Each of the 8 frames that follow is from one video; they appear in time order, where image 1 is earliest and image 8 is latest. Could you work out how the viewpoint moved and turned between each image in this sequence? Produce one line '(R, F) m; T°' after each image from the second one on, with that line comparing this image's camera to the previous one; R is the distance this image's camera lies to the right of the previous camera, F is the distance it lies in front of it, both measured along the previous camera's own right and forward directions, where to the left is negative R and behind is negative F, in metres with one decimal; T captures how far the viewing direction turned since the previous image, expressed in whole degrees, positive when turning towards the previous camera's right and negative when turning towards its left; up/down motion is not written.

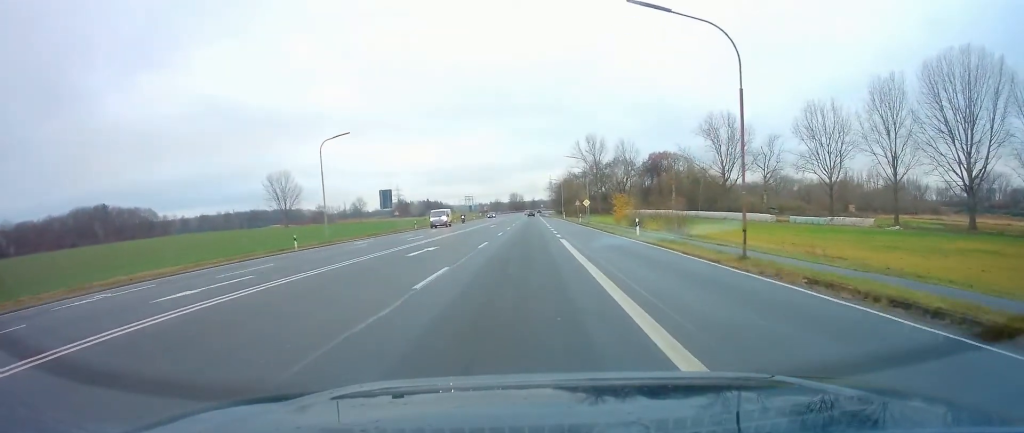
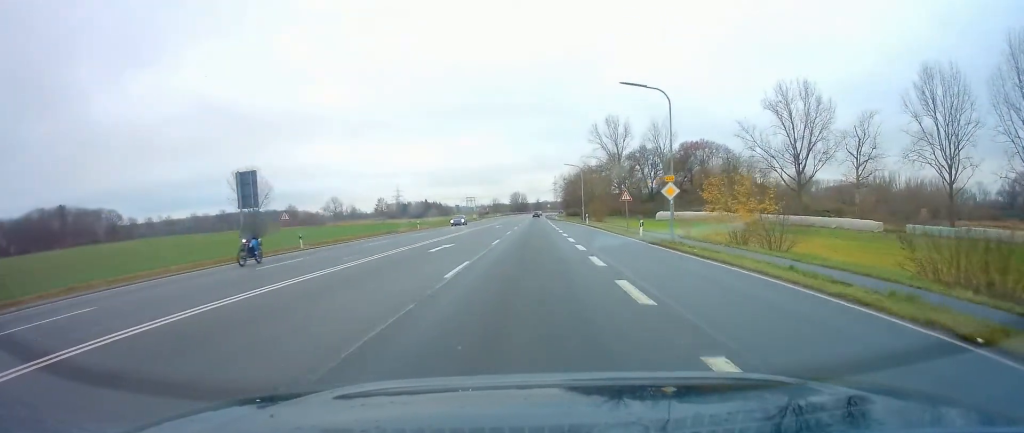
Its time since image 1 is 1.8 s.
(0.0, +35.7) m; 0°
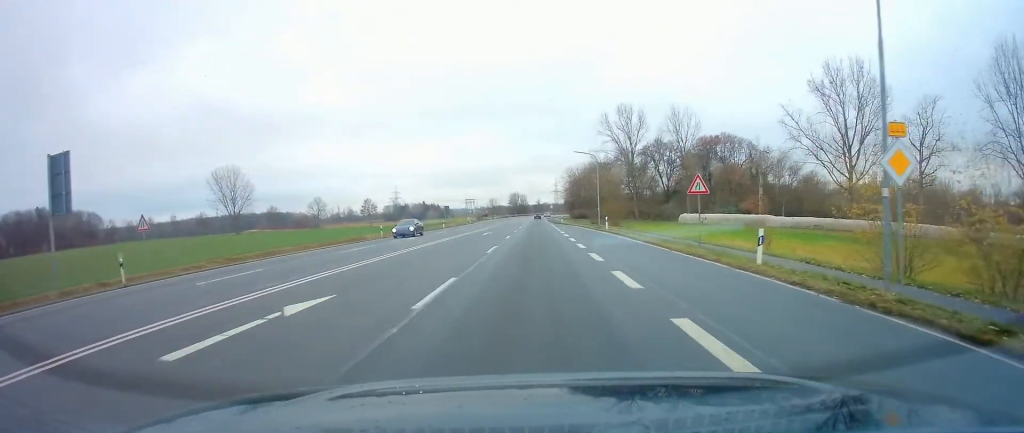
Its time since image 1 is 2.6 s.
(0.0, +16.6) m; 0°
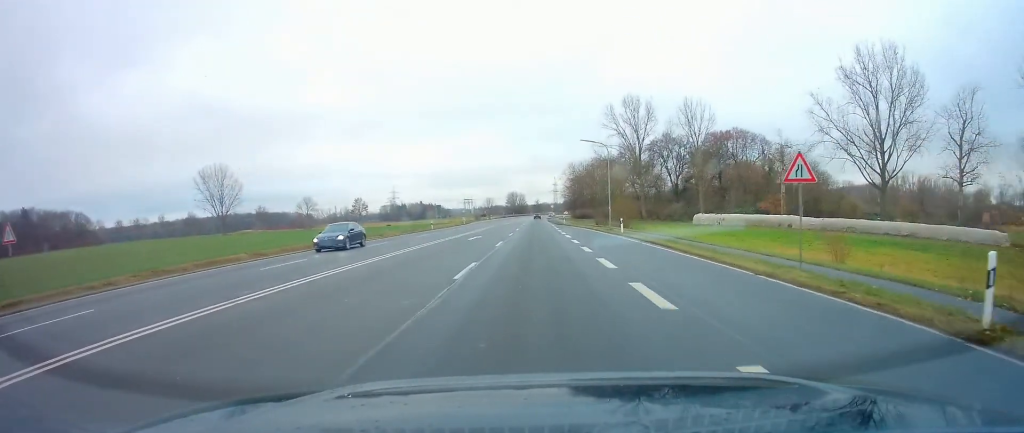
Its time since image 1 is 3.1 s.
(+0.1, +8.6) m; 0°
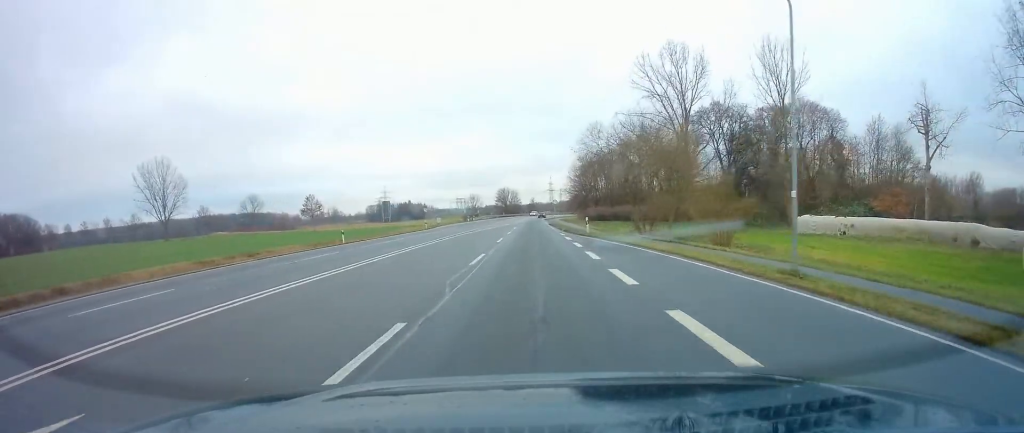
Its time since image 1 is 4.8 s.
(0.0, +33.5) m; -1°
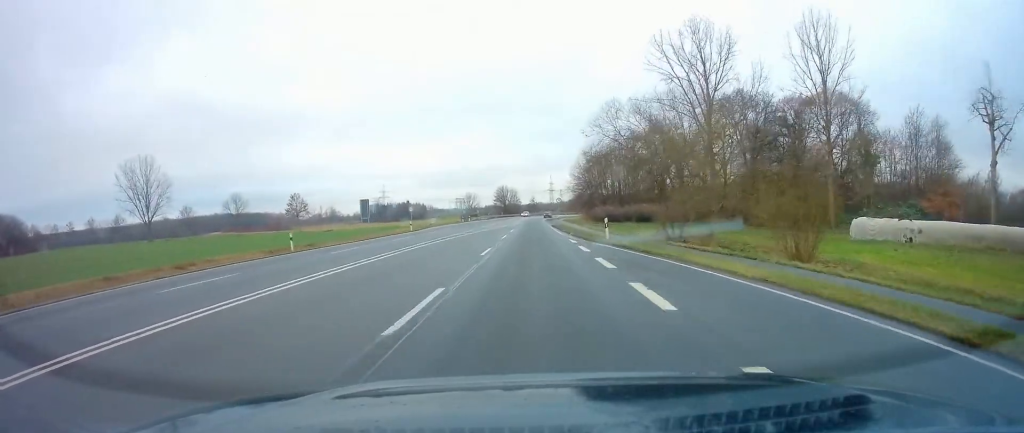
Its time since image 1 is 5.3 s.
(+0.1, +9.1) m; 0°
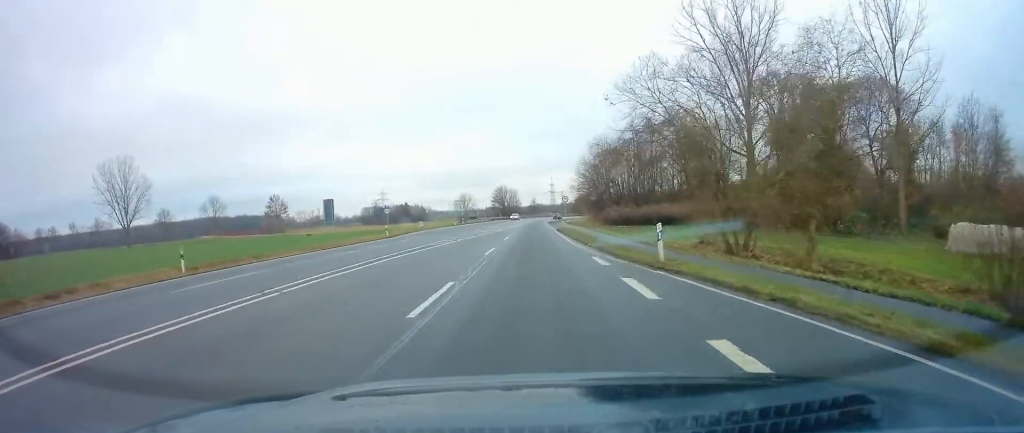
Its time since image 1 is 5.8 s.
(-0.2, +11.1) m; 0°
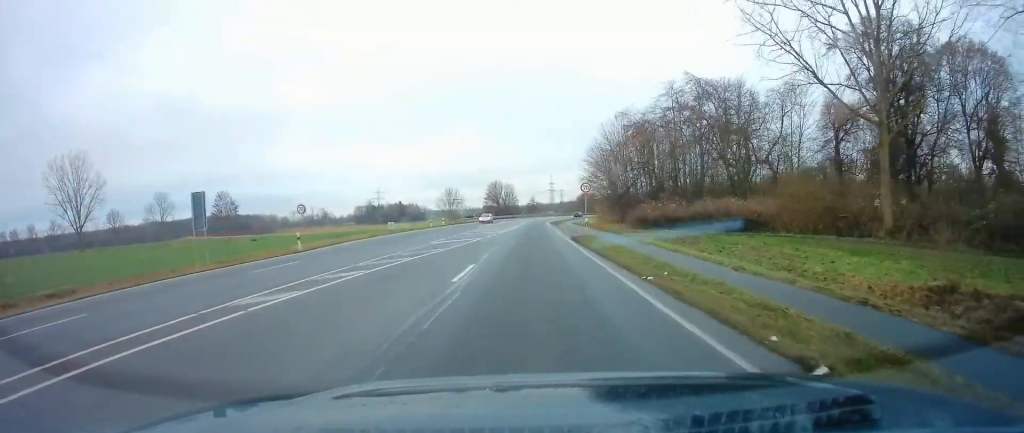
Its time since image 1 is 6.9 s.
(+0.1, +20.5) m; +1°
